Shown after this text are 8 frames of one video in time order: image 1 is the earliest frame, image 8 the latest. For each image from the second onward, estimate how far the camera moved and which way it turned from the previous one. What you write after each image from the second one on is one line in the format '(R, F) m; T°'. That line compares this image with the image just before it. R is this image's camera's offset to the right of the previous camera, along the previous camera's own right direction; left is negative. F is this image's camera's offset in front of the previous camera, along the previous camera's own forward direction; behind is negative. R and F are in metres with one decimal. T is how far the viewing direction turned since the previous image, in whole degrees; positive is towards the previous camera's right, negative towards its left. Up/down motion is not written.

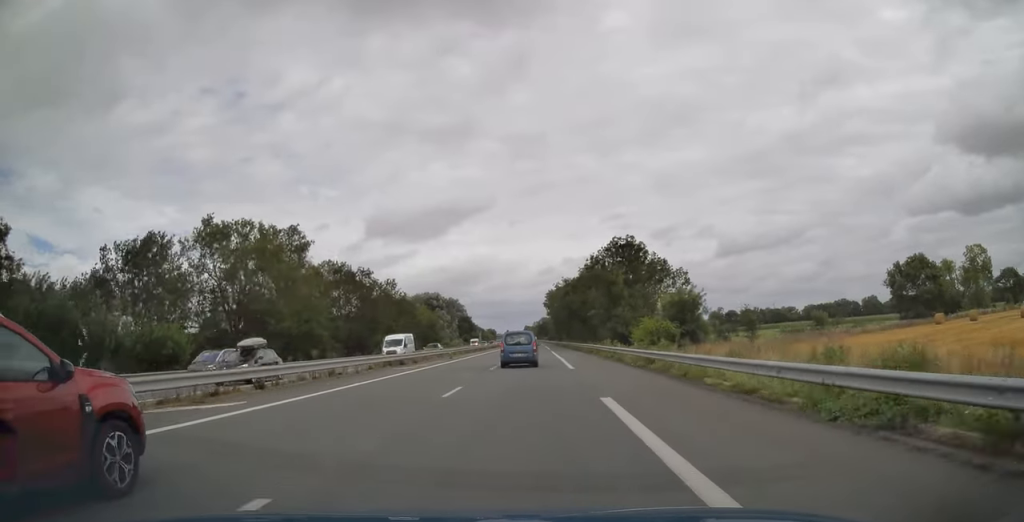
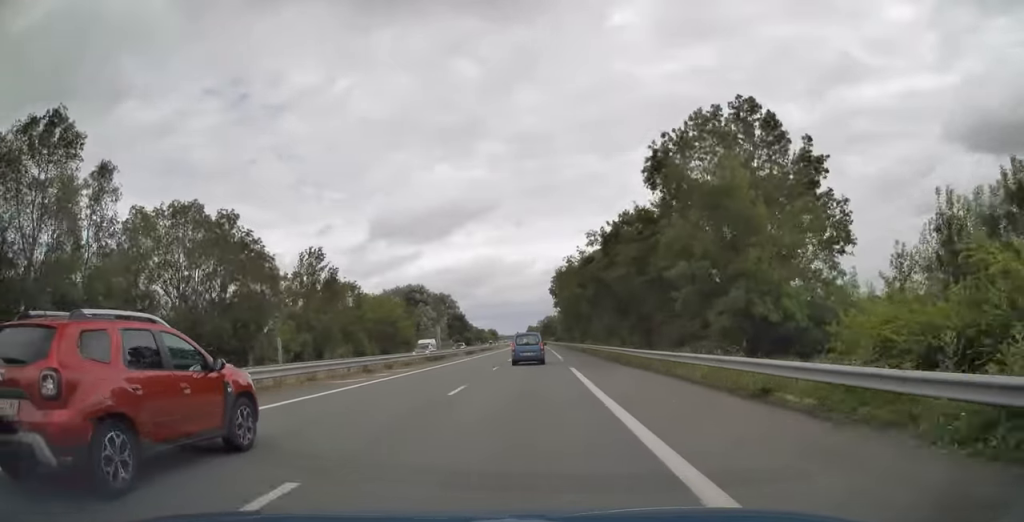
(-0.1, +38.1) m; 0°
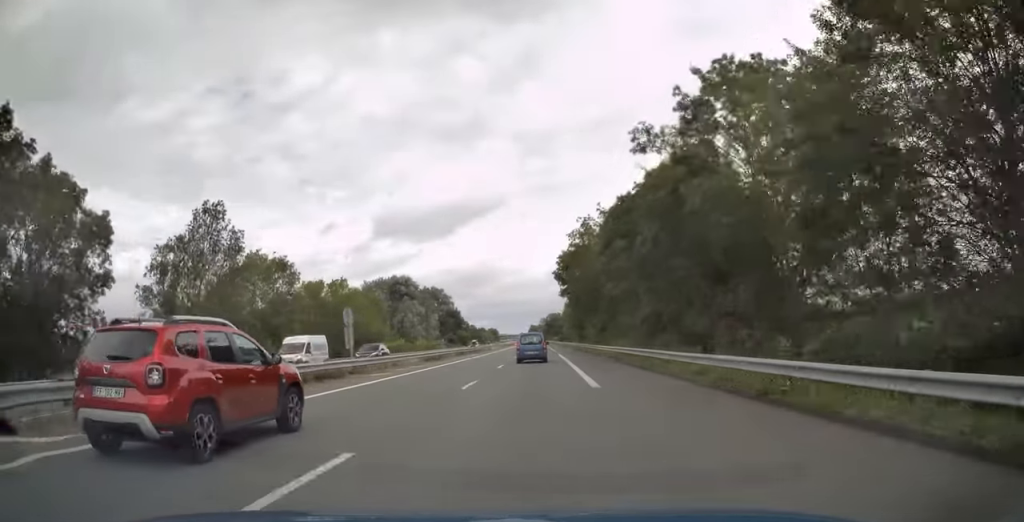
(-0.1, +24.2) m; 0°
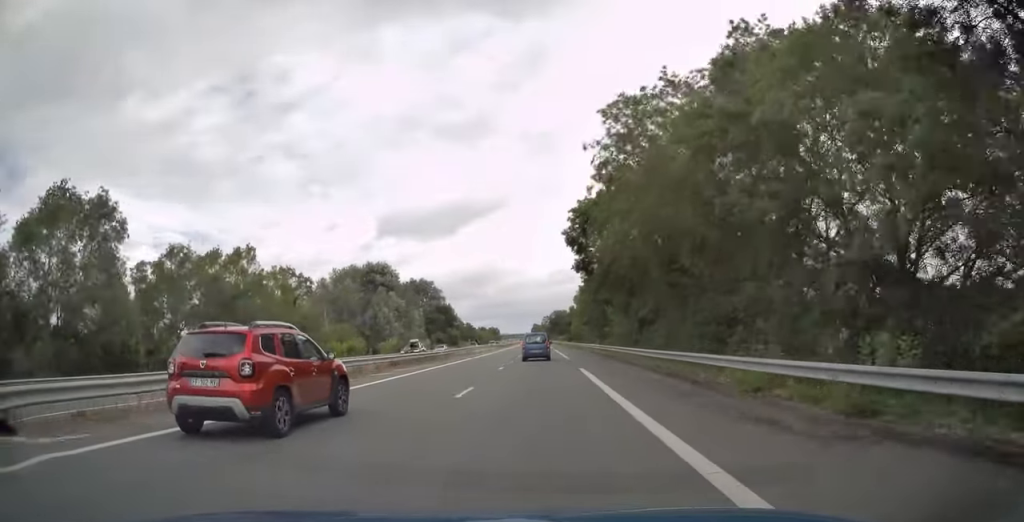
(-0.1, +28.5) m; 0°
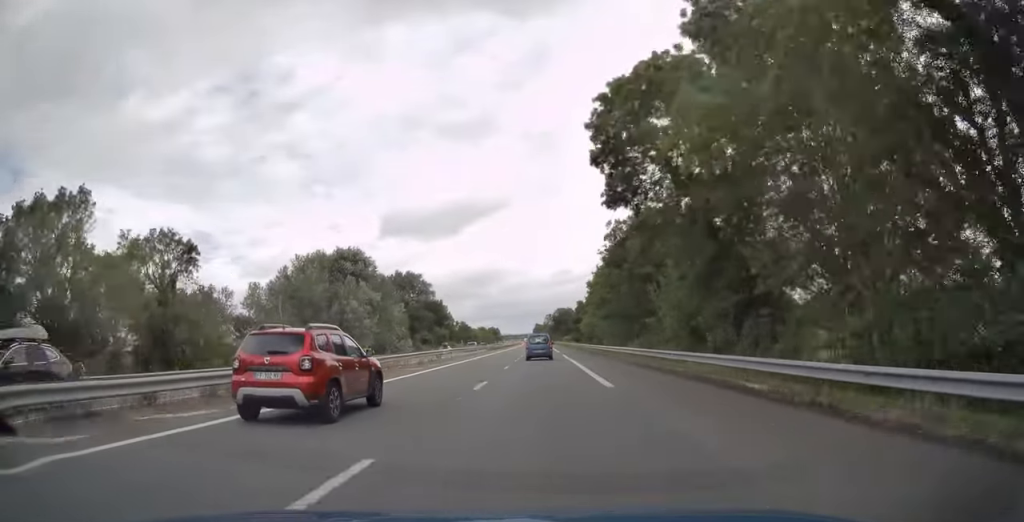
(-0.1, +23.7) m; 0°
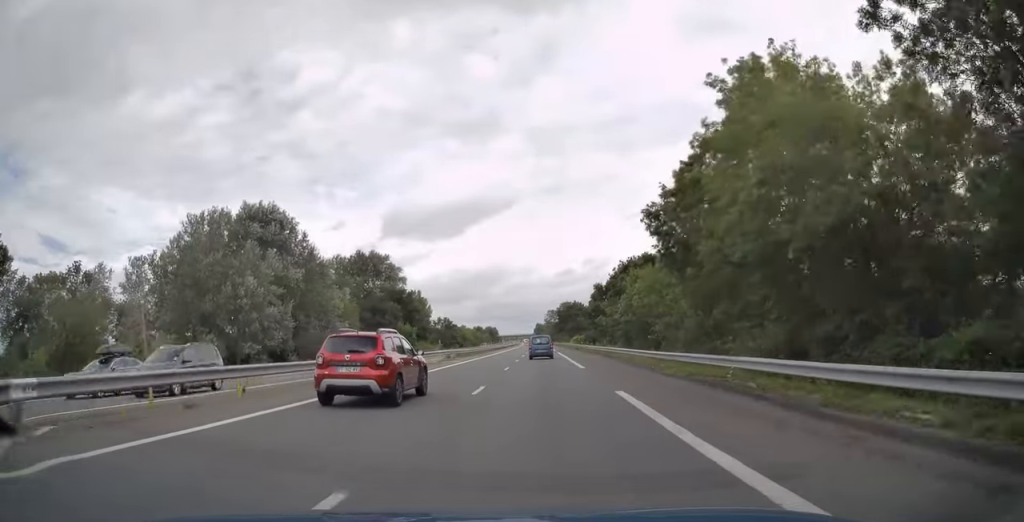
(-0.1, +40.3) m; 0°
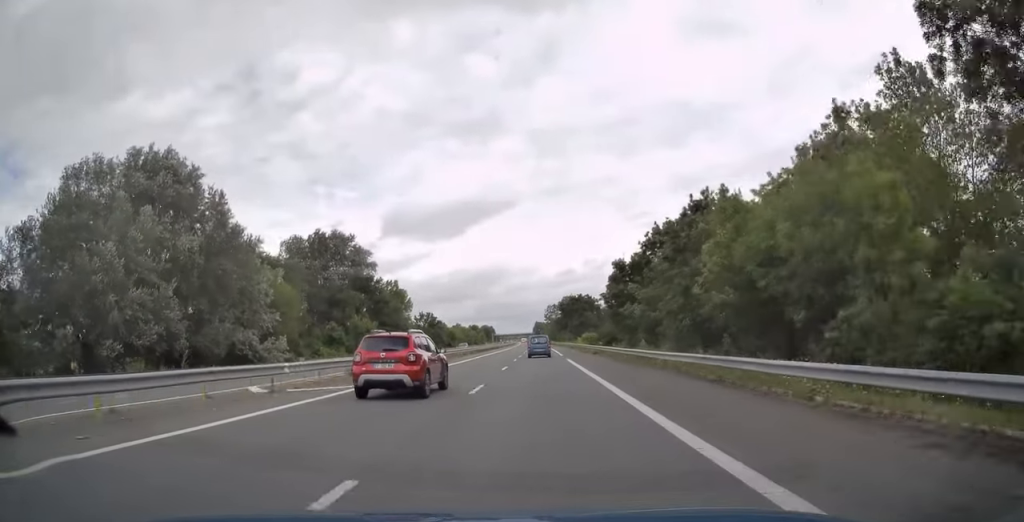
(0.0, +25.8) m; 0°
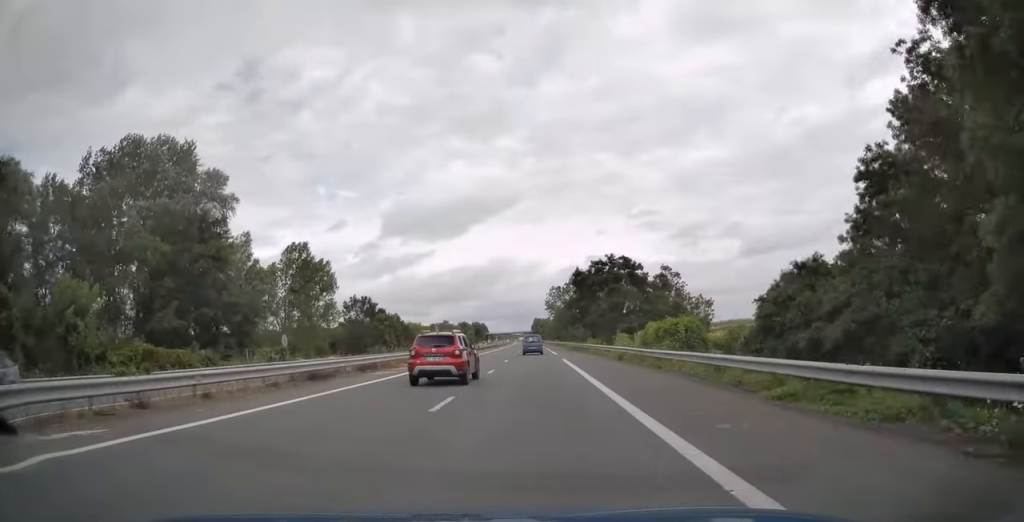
(+0.3, +56.3) m; 0°
